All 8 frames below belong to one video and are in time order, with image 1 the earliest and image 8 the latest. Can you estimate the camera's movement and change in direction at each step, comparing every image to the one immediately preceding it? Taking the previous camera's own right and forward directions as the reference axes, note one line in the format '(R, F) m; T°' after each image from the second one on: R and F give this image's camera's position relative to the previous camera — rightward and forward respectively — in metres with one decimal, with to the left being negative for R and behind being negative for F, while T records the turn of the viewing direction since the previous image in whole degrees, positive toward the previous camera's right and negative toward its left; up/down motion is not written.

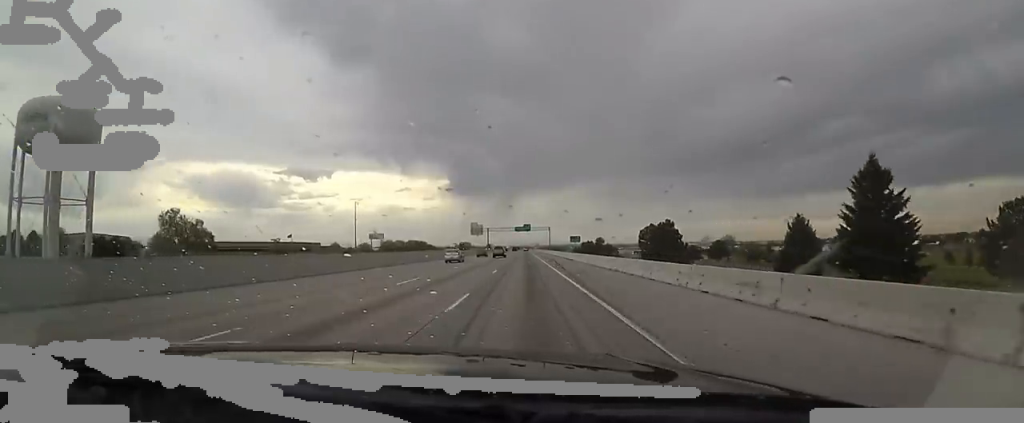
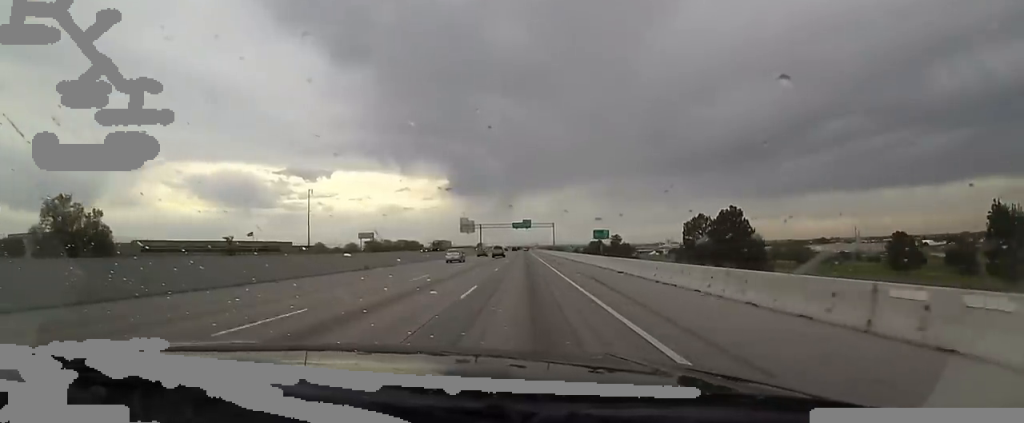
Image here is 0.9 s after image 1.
(-1.3, +27.8) m; 0°
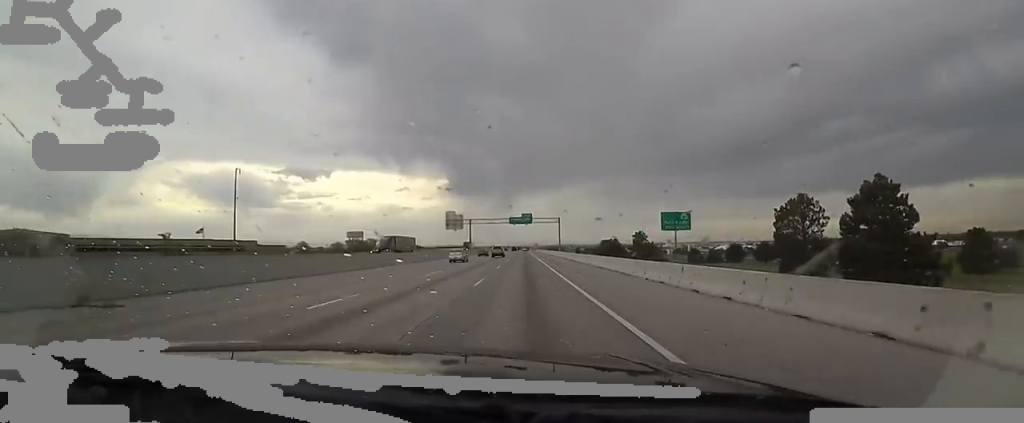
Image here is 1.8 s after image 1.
(+0.8, +26.7) m; +2°
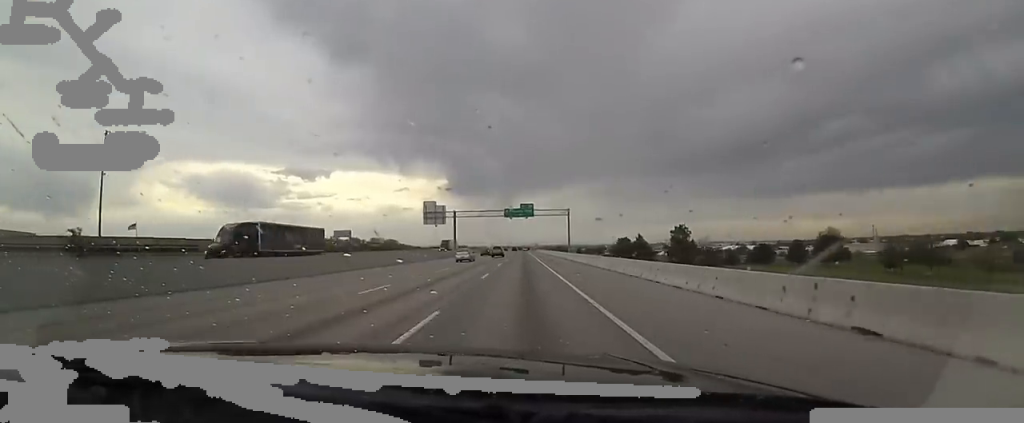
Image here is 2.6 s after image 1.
(+0.4, +26.4) m; +1°
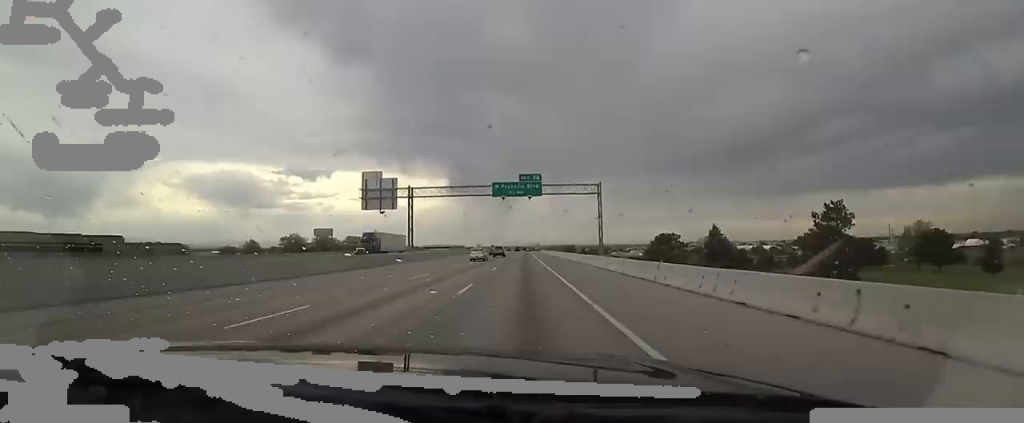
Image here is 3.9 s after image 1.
(0.0, +38.2) m; -2°
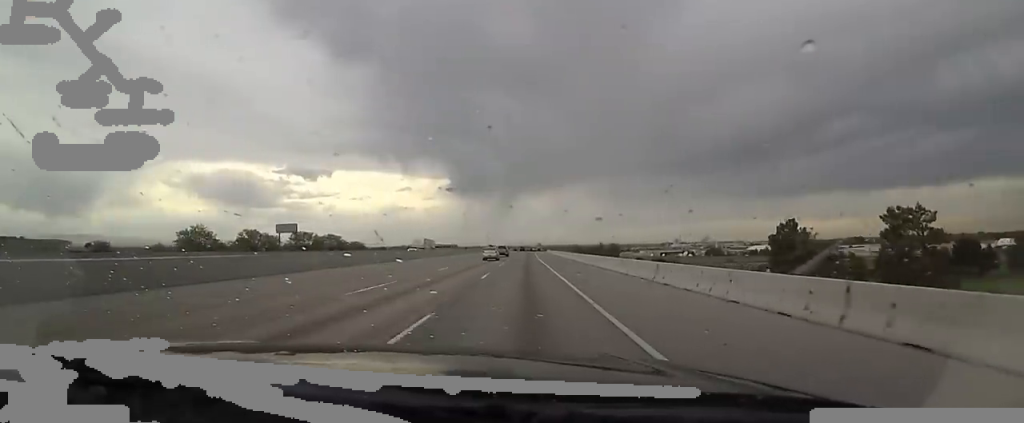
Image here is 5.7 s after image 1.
(-0.8, +52.5) m; +1°
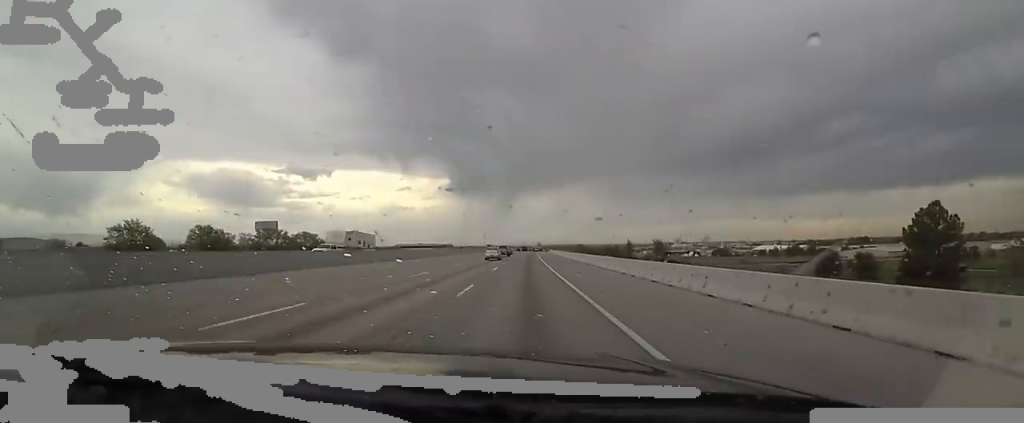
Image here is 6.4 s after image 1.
(+0.5, +22.2) m; +1°
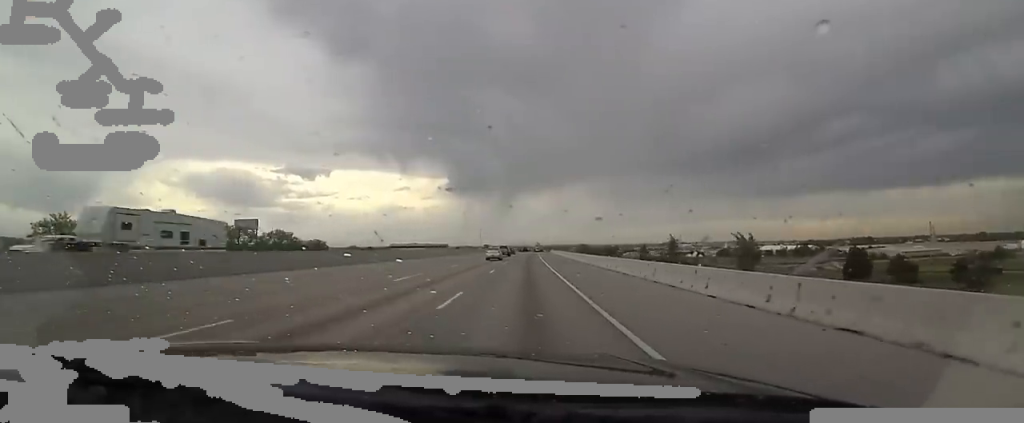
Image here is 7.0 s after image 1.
(0.0, +18.4) m; 0°
